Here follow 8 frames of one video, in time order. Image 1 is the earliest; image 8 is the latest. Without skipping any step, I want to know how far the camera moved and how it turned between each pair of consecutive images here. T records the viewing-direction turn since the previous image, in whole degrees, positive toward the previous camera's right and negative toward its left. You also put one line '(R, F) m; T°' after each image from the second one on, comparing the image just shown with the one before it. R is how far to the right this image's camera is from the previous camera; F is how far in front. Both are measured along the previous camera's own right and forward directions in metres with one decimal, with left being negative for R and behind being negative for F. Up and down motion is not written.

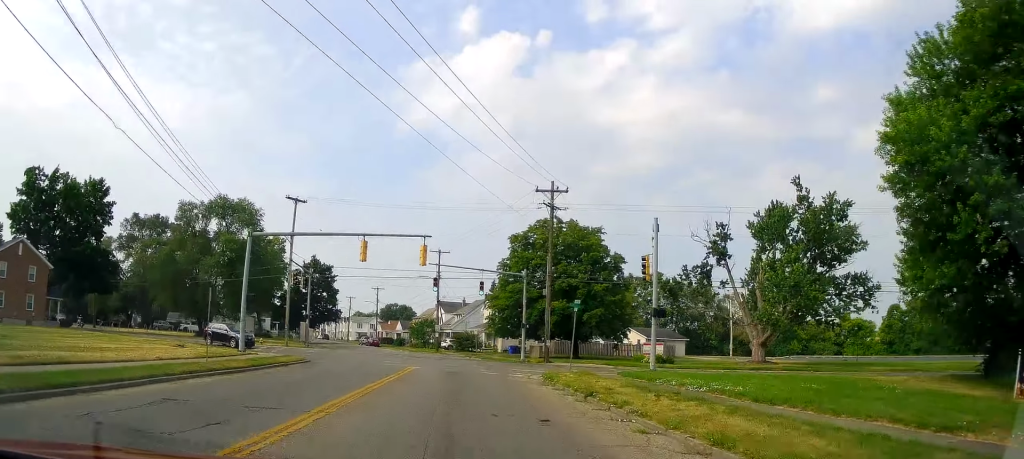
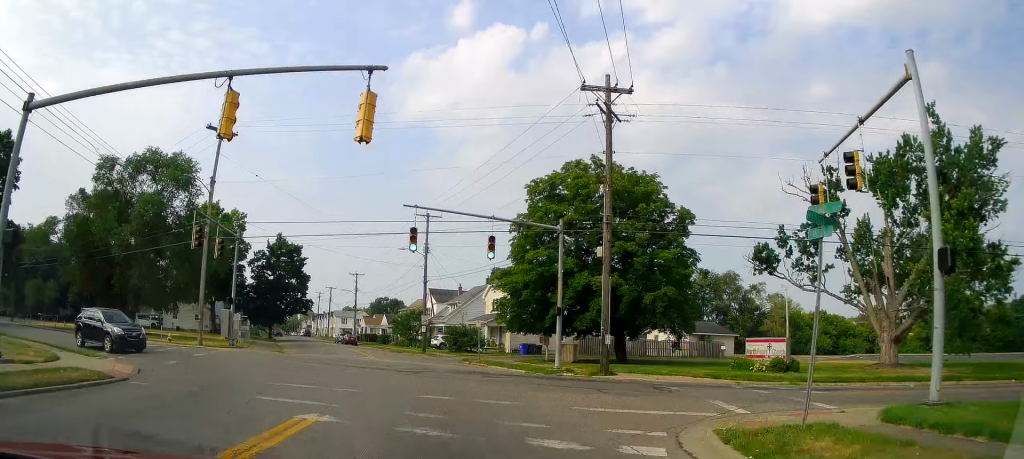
(0.0, +17.1) m; -1°
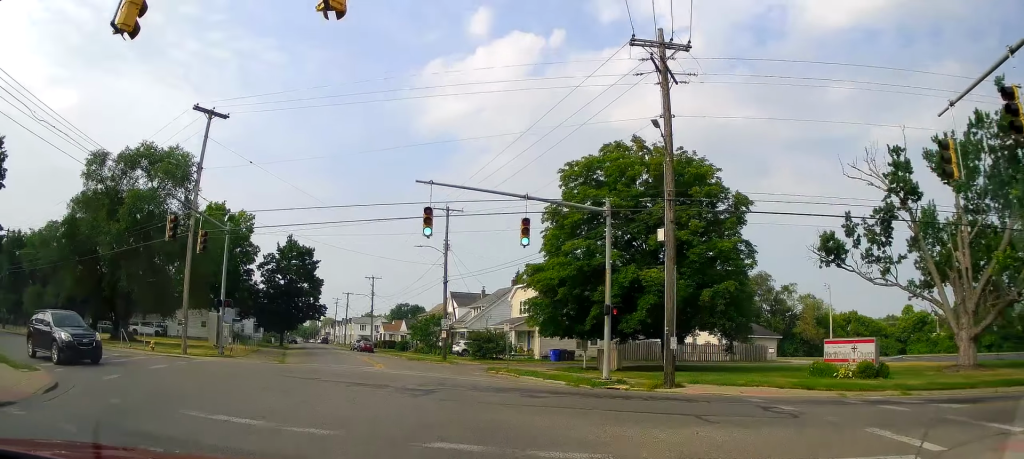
(+0.1, +5.1) m; -2°
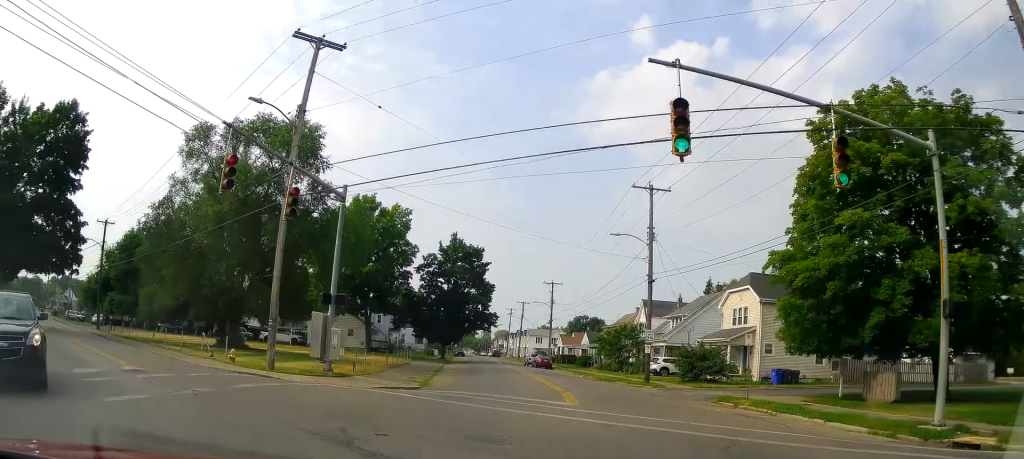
(-0.5, +10.1) m; -13°
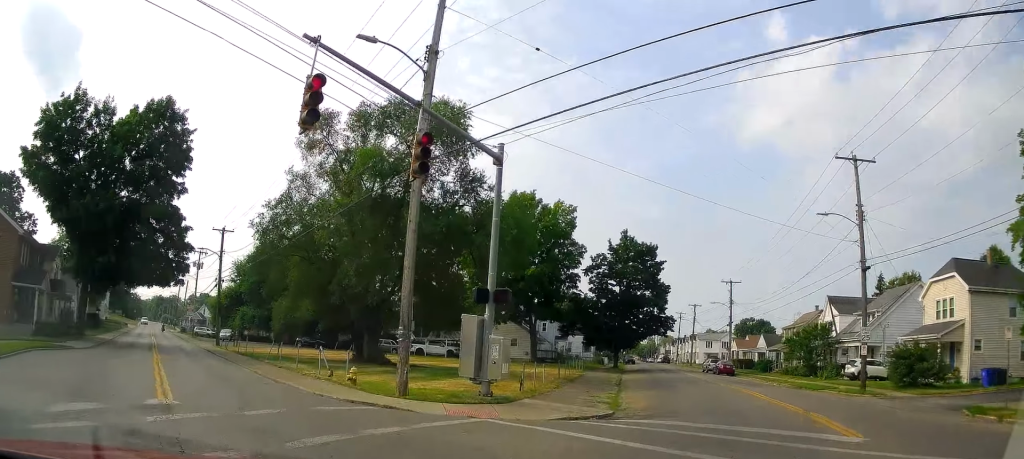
(-0.8, +5.8) m; -13°
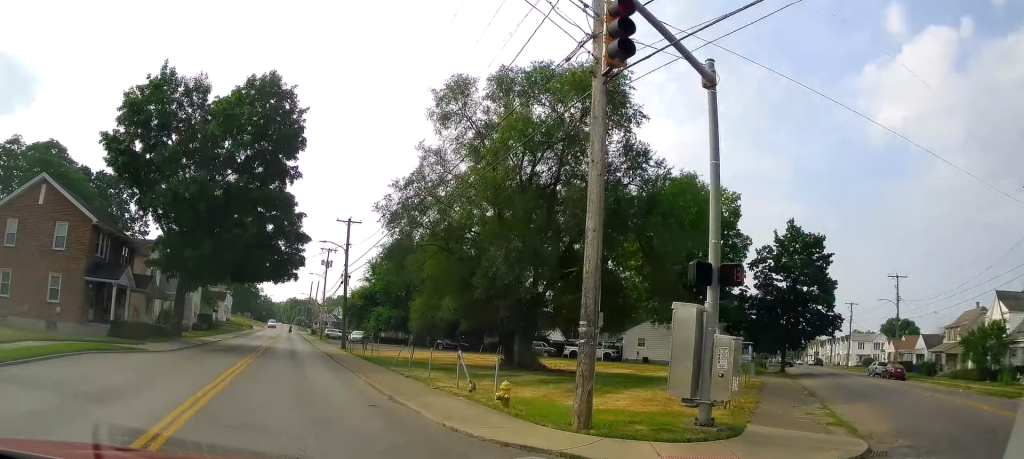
(-0.4, +5.2) m; -12°
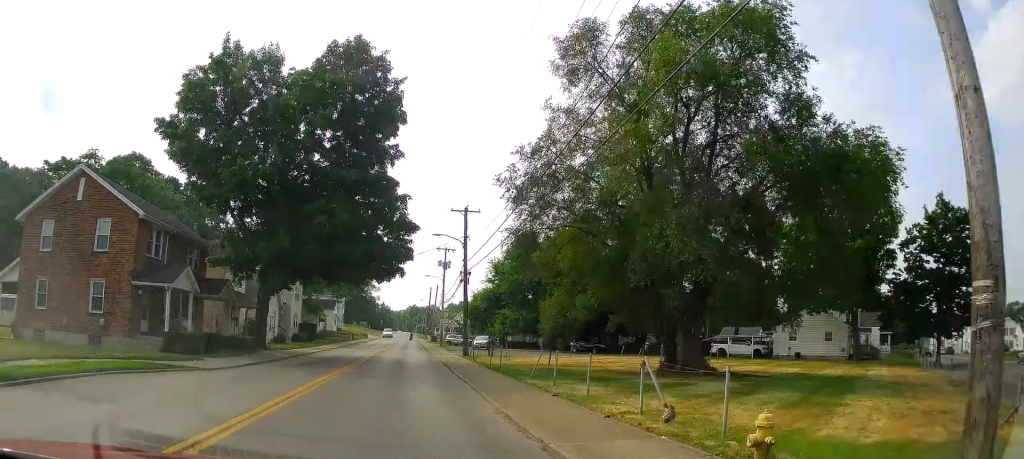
(-0.9, +6.0) m; -11°
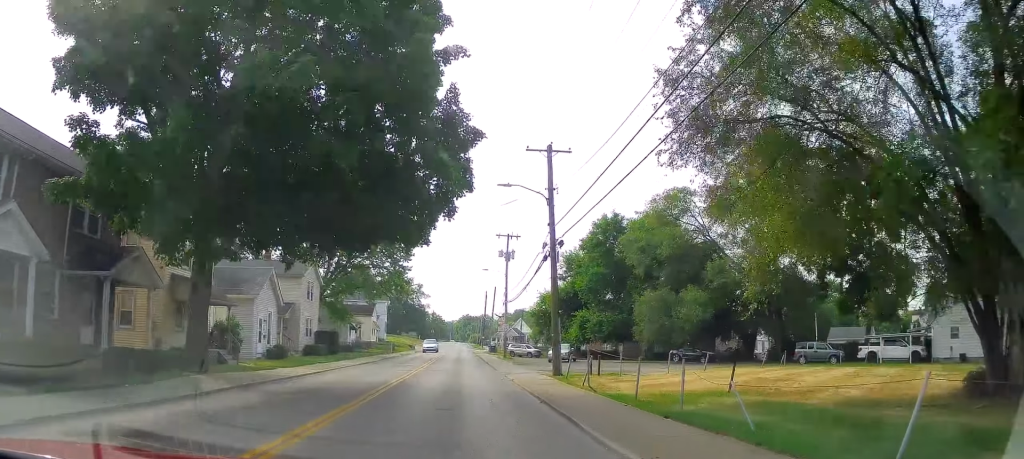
(-1.7, +15.0) m; -7°
